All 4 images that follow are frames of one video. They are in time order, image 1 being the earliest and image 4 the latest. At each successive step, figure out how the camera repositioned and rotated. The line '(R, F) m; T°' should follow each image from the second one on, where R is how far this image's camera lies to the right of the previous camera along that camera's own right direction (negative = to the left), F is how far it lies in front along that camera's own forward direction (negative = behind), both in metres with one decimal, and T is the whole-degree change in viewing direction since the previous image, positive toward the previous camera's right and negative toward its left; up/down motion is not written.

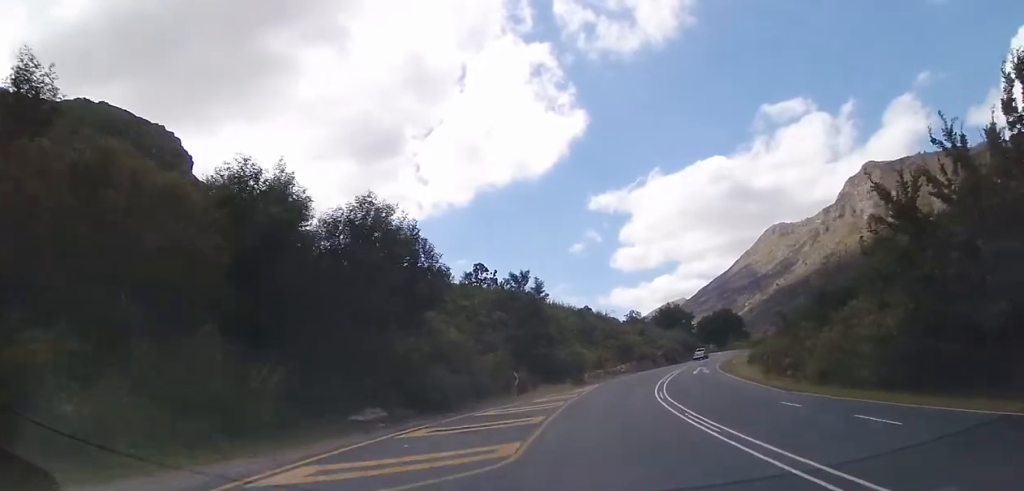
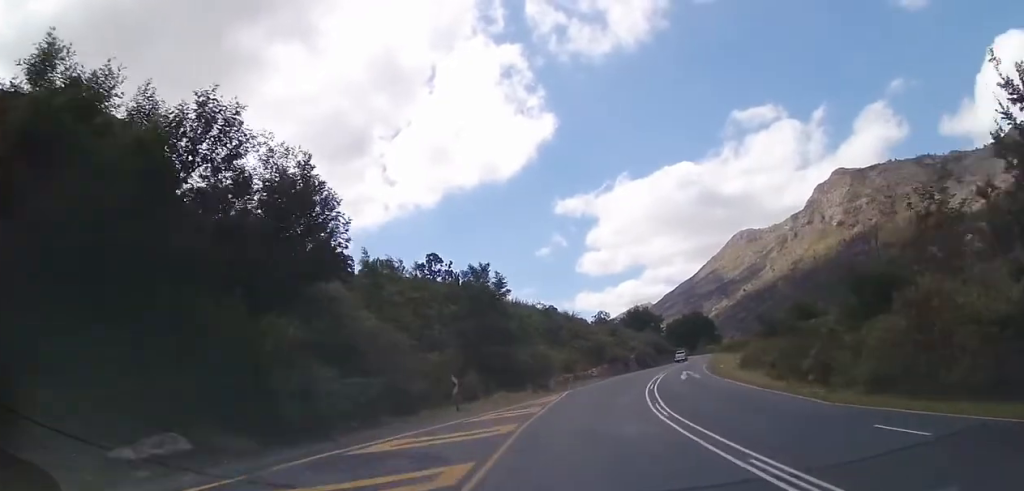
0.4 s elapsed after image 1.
(+0.5, +7.9) m; +3°
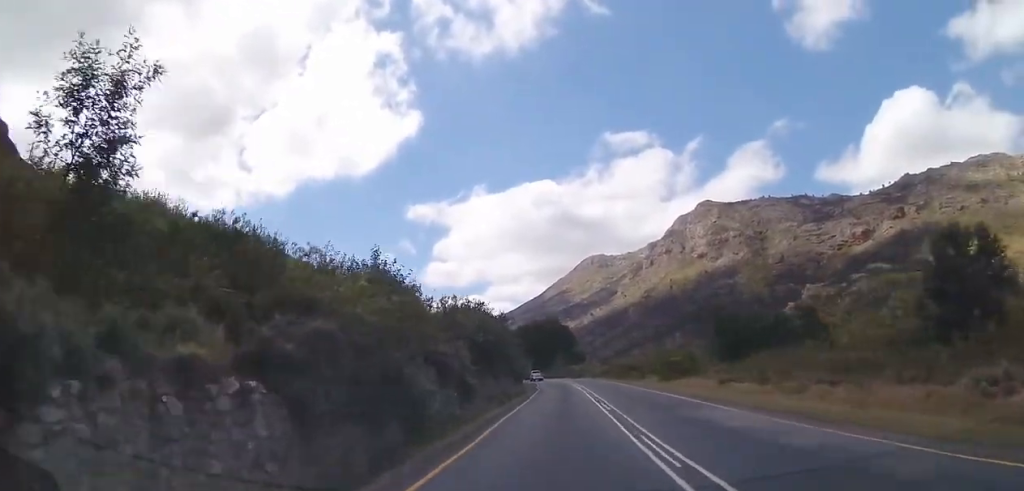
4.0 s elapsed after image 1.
(+12.7, +70.4) m; +17°
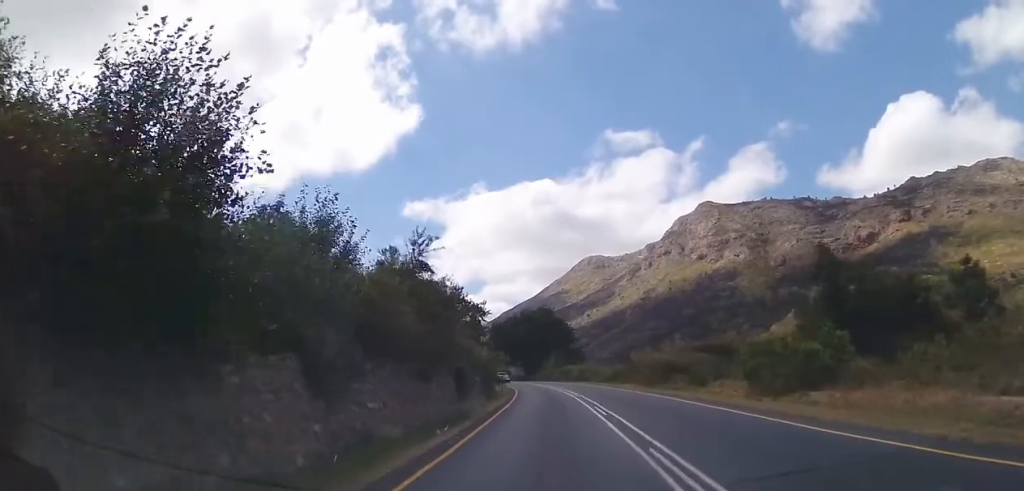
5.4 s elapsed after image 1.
(-0.1, +29.3) m; -1°
